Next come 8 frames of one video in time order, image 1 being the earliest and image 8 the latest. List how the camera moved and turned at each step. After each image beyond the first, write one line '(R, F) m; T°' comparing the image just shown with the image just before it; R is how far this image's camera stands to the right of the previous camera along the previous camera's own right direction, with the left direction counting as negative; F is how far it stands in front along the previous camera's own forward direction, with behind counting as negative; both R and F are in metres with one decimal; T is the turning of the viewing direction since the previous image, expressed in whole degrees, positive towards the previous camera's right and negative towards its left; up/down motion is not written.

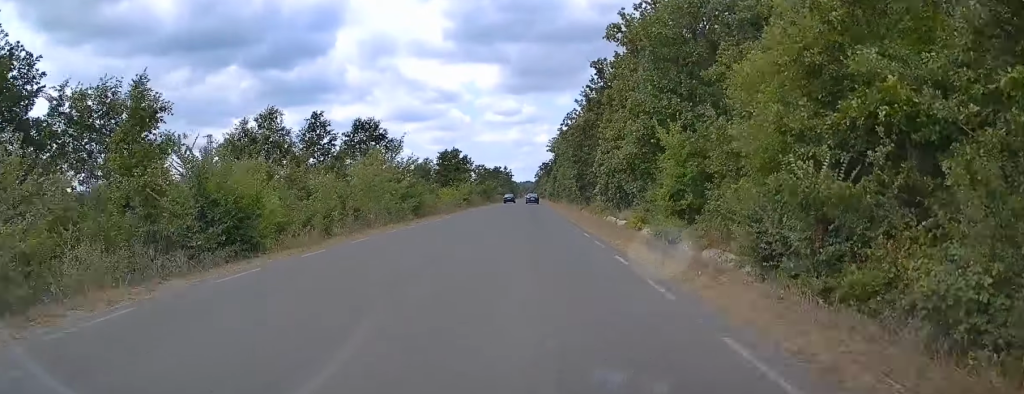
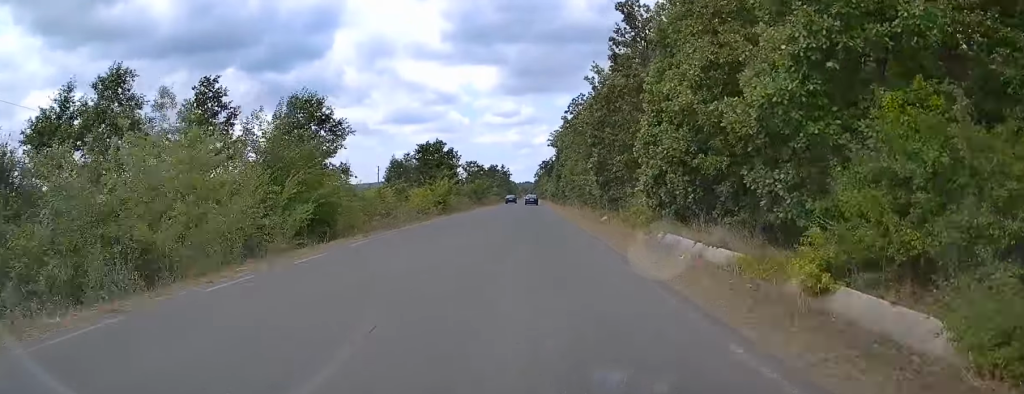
(0.0, +20.4) m; 0°
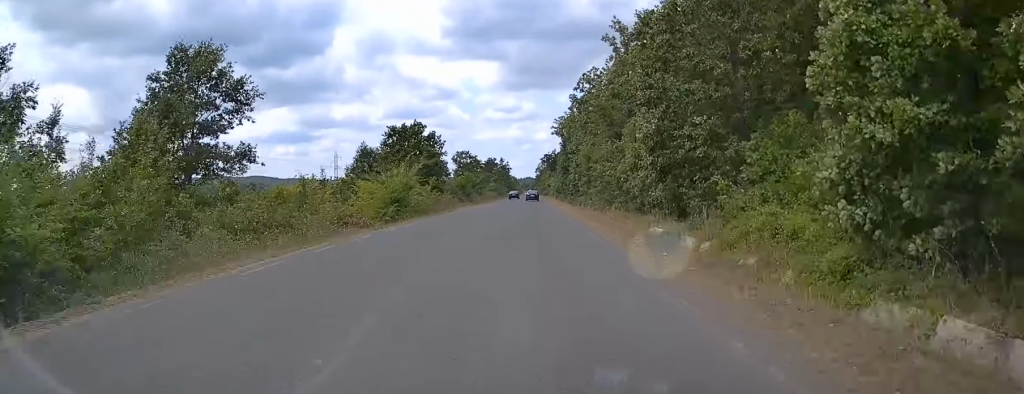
(0.0, +19.6) m; +1°
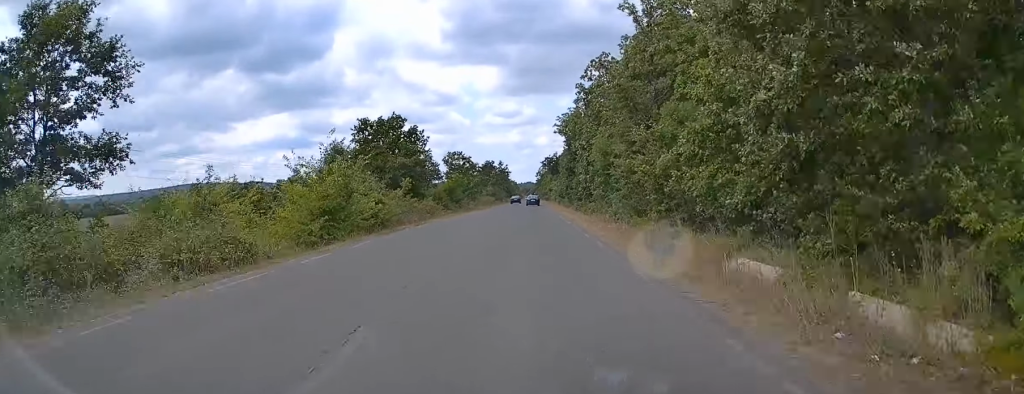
(0.0, +12.6) m; 0°
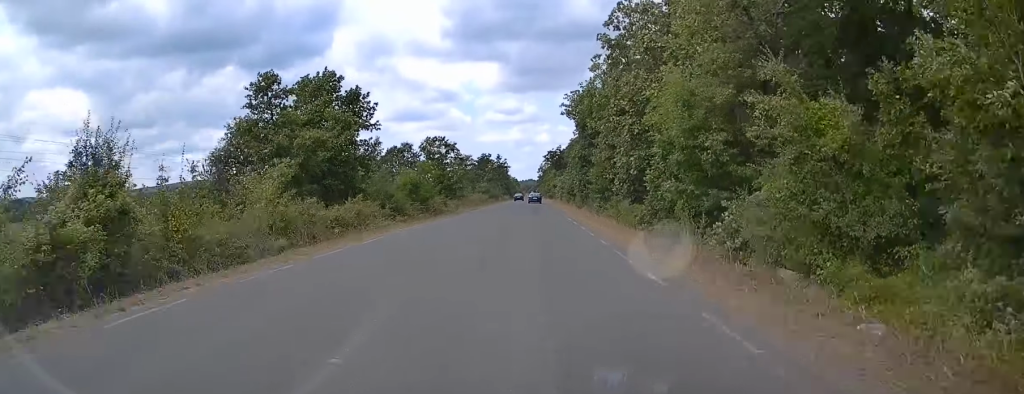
(+0.3, +22.9) m; 0°
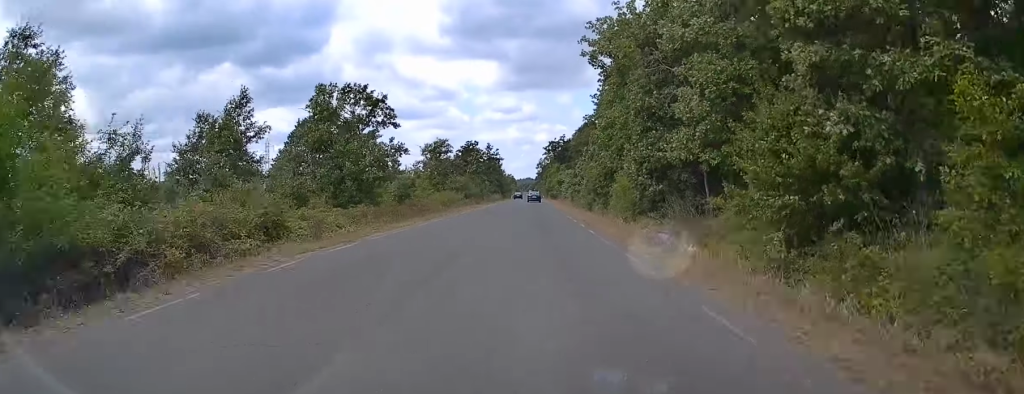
(-0.7, +39.7) m; 0°
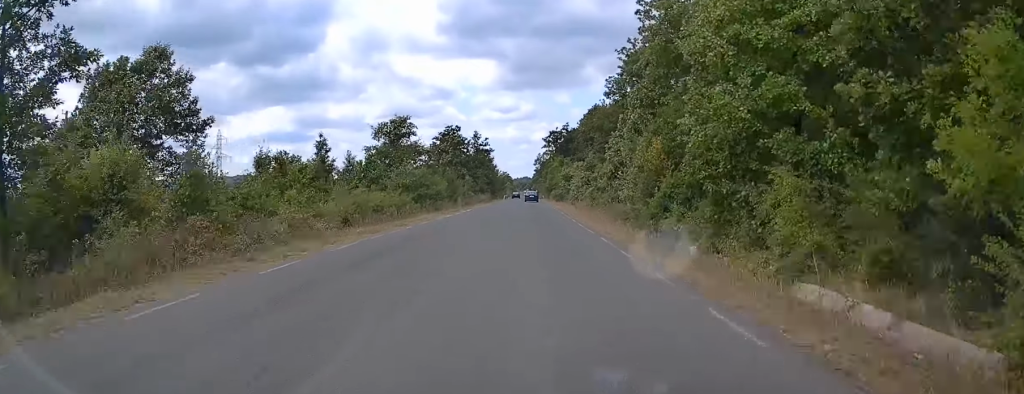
(+0.4, +31.9) m; 0°
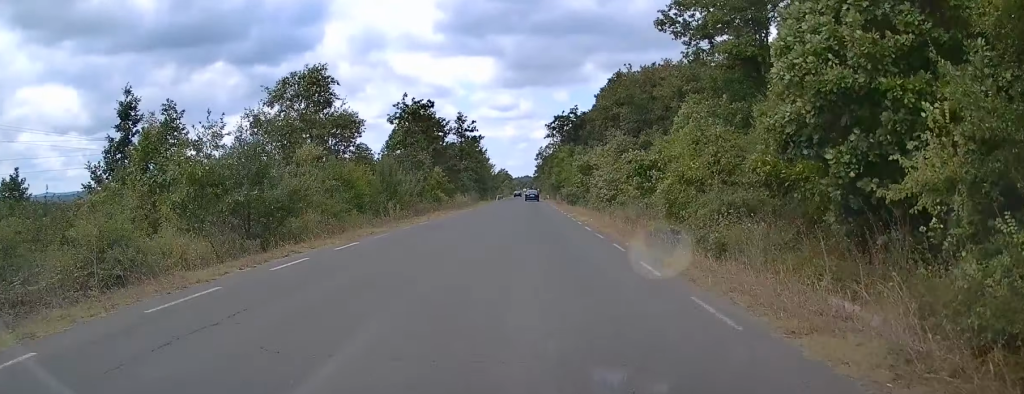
(-0.3, +31.6) m; 0°
